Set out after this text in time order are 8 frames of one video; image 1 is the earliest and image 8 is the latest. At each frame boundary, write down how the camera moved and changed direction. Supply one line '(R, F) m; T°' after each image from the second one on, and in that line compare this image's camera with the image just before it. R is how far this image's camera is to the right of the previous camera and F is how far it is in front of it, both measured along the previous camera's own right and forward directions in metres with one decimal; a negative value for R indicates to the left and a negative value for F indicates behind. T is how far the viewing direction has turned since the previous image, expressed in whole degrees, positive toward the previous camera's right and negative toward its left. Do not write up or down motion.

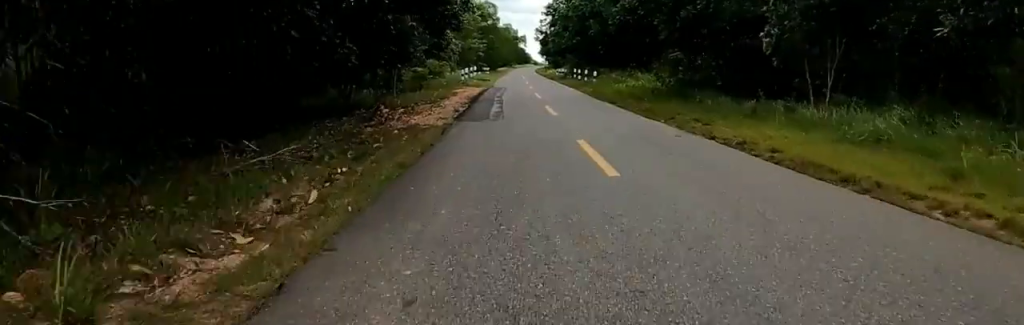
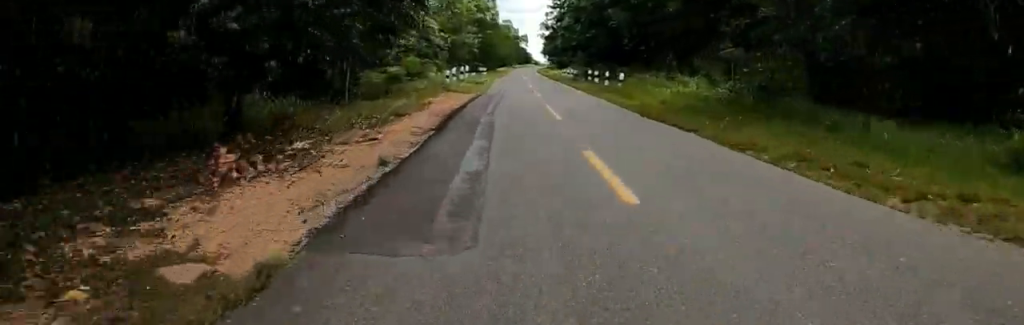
(+0.5, +9.6) m; +2°
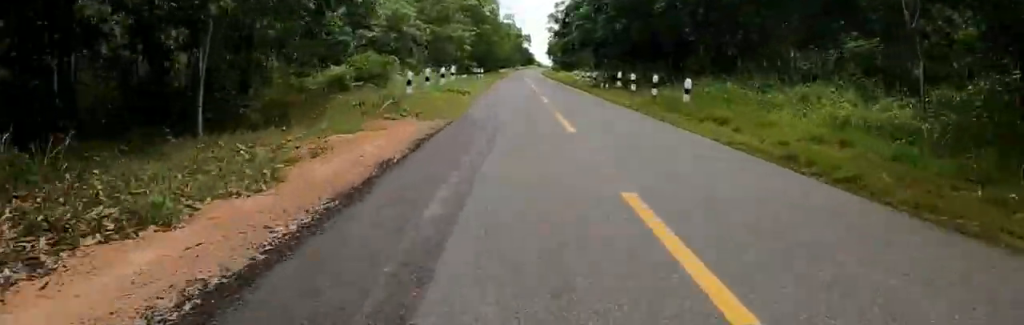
(-0.3, +11.0) m; -2°
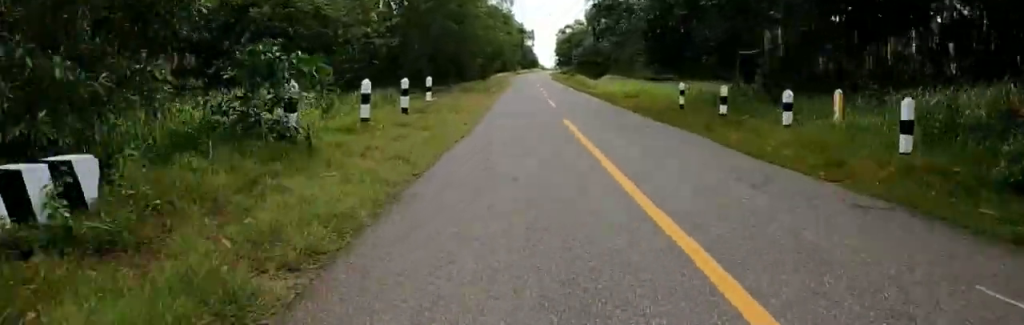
(-1.1, +31.4) m; +1°
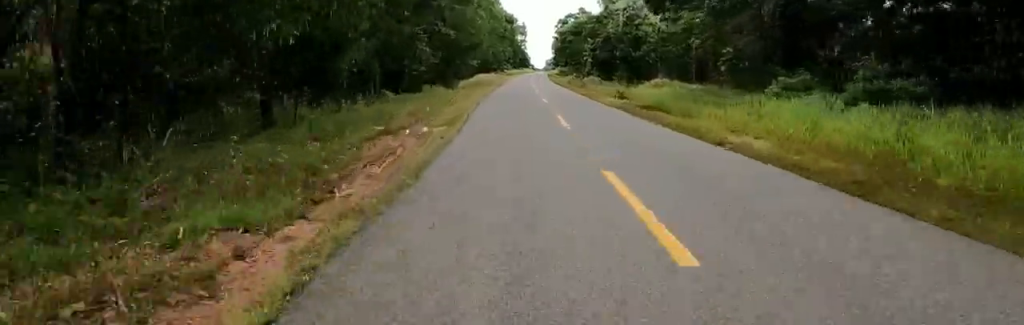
(+0.6, +23.8) m; 0°
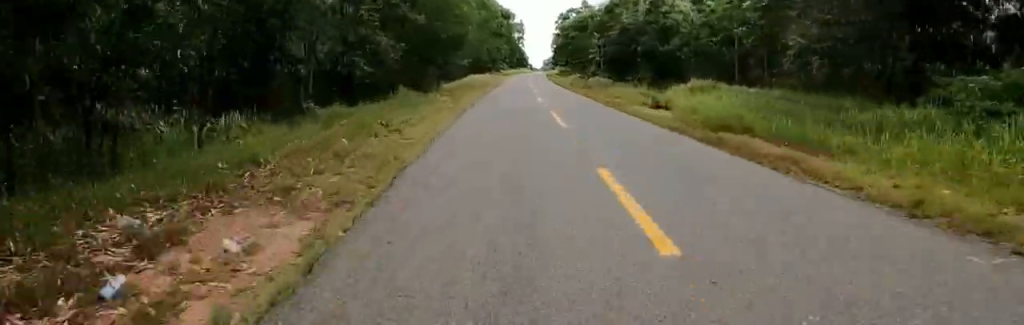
(0.0, +8.3) m; 0°
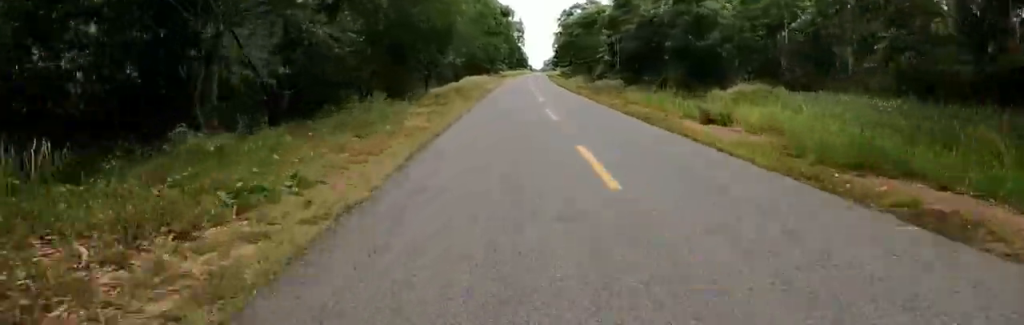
(0.0, +6.1) m; -1°
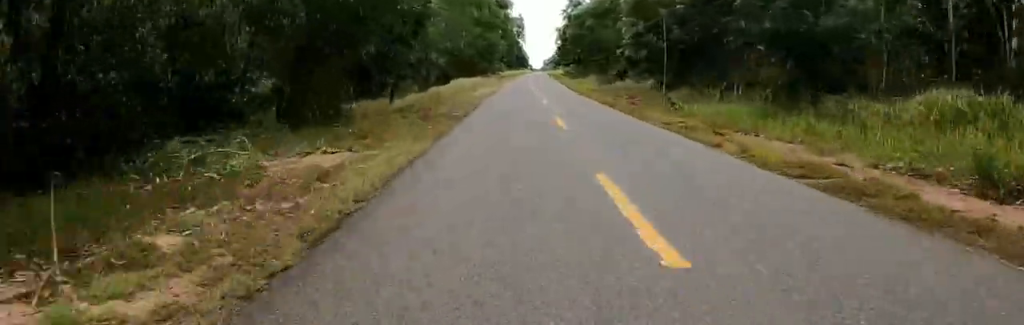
(0.0, +10.0) m; -1°
